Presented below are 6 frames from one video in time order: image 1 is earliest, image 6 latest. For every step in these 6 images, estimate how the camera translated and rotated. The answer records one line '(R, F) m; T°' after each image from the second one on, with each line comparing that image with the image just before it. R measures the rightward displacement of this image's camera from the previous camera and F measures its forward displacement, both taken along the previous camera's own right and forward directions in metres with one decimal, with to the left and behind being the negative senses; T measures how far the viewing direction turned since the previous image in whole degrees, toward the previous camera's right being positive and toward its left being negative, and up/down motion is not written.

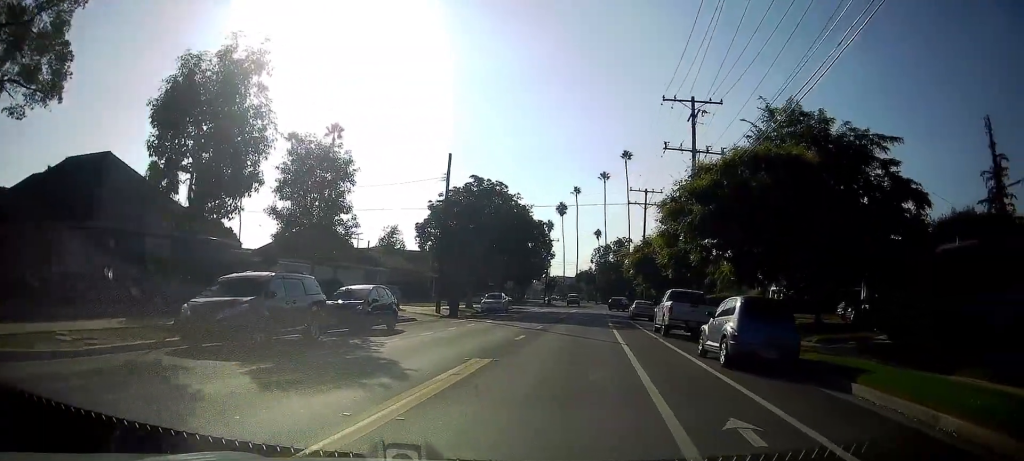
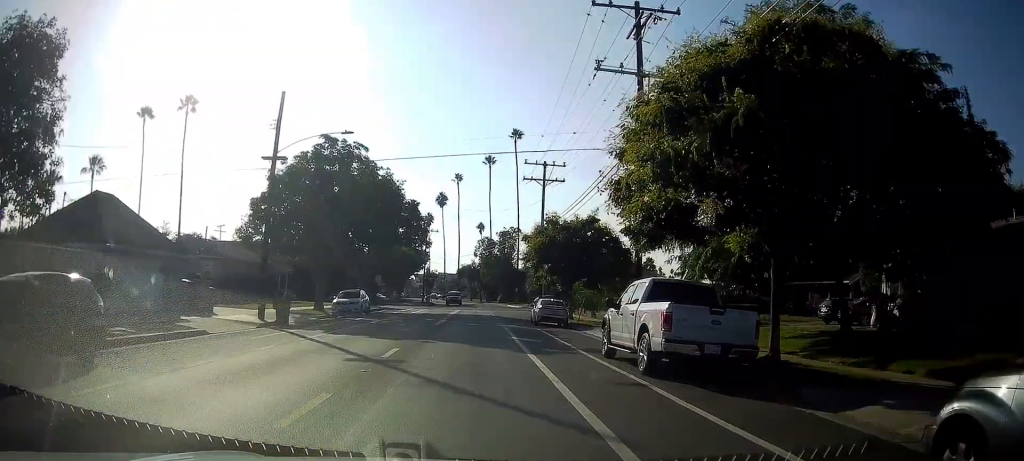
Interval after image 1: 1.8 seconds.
(+2.7, +12.4) m; +18°
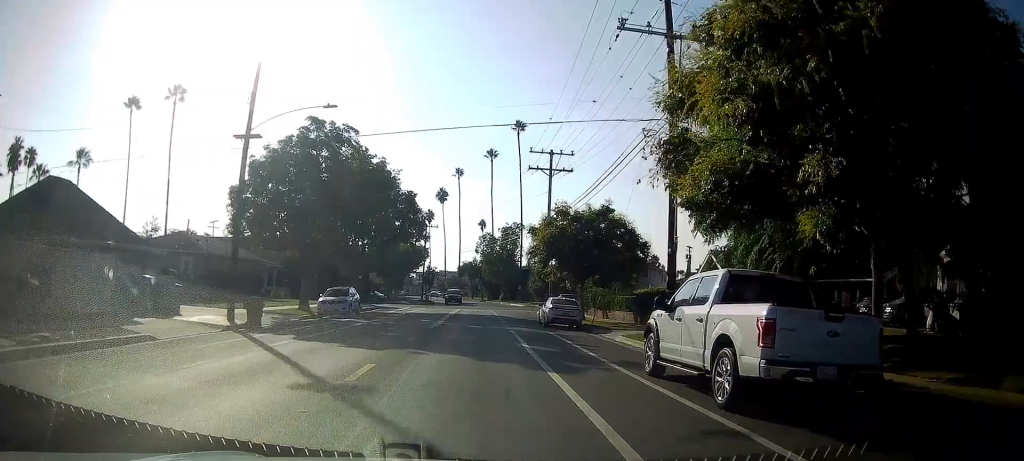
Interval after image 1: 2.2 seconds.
(+0.1, +4.1) m; +1°
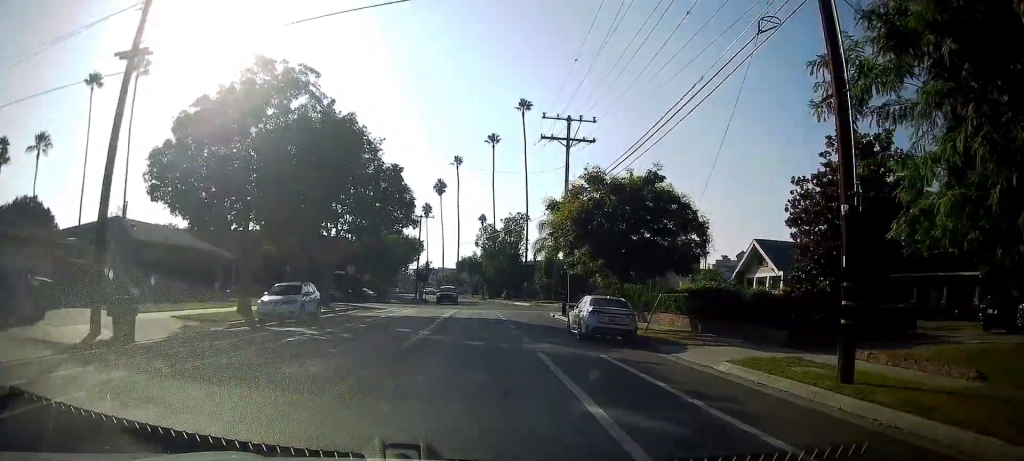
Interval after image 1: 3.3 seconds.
(+0.2, +9.8) m; +1°
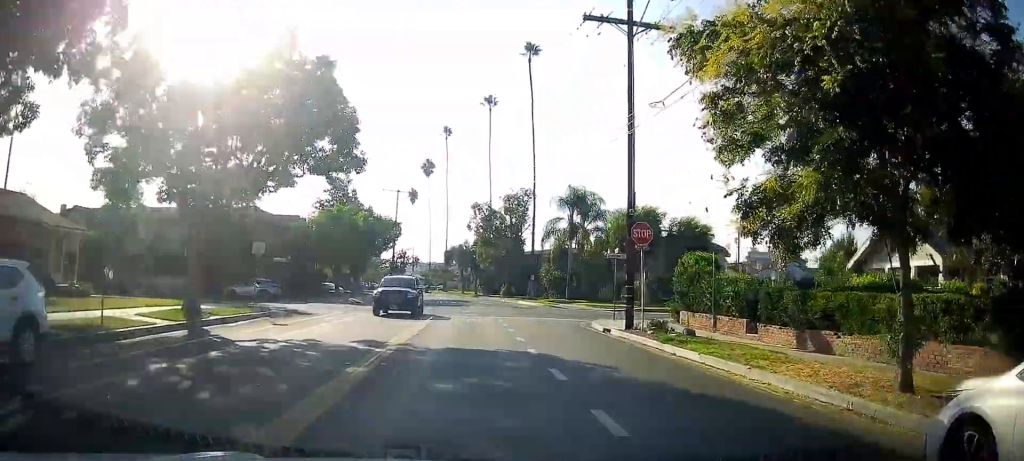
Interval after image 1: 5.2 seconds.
(-0.2, +20.1) m; -1°
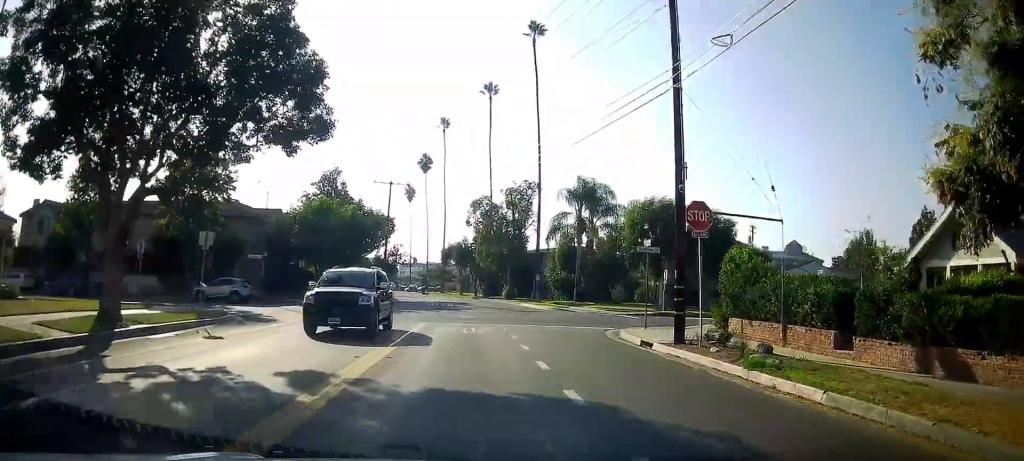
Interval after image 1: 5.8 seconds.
(0.0, +5.9) m; 0°
